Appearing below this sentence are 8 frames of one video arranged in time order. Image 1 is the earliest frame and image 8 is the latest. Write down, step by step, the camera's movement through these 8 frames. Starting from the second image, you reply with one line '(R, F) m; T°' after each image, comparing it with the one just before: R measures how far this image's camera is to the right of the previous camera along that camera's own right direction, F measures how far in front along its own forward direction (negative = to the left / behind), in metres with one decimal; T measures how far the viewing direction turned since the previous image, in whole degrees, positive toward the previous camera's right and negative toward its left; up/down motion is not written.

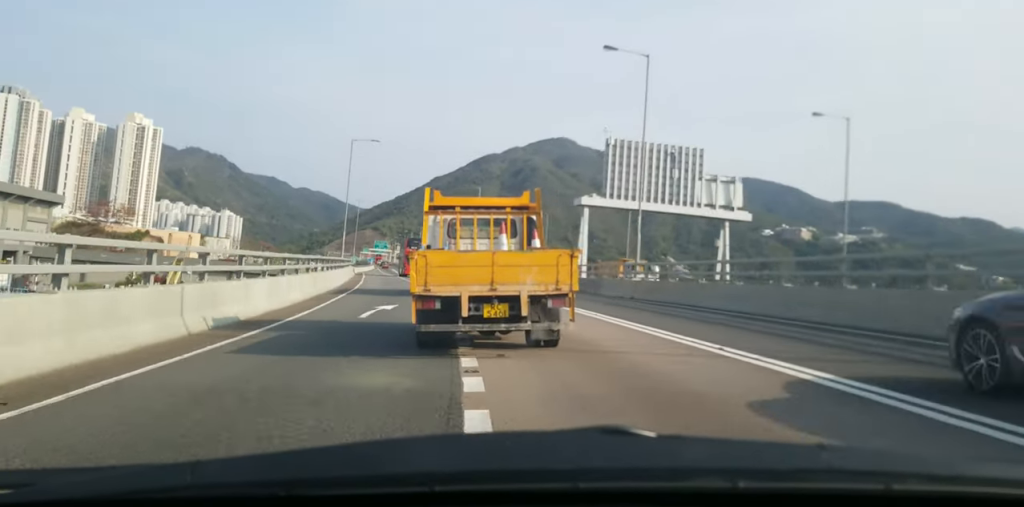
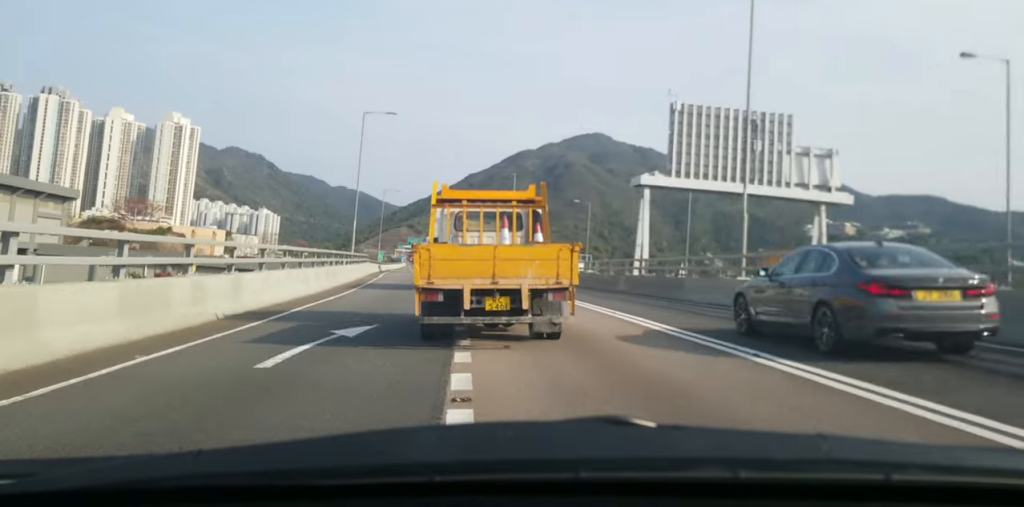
(-0.2, +10.7) m; -1°
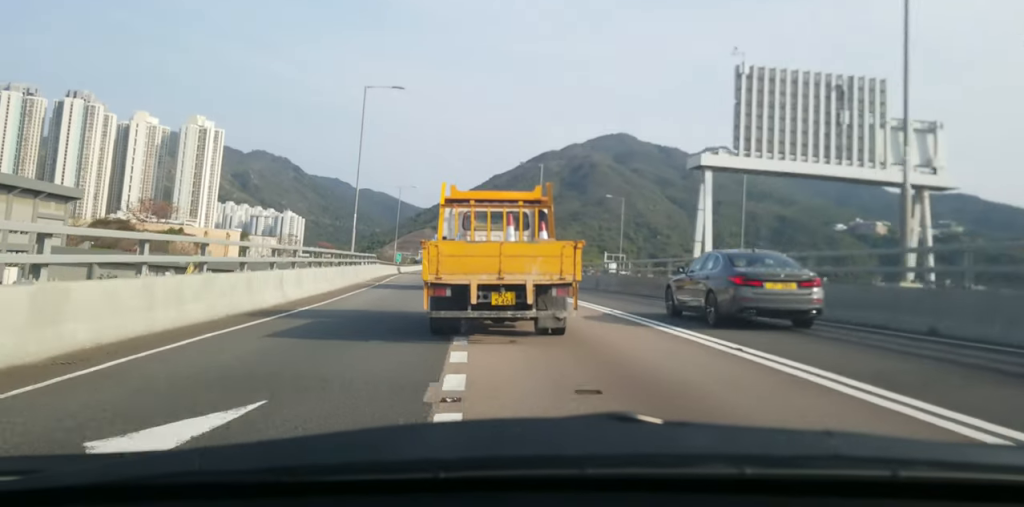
(0.0, +8.8) m; 0°
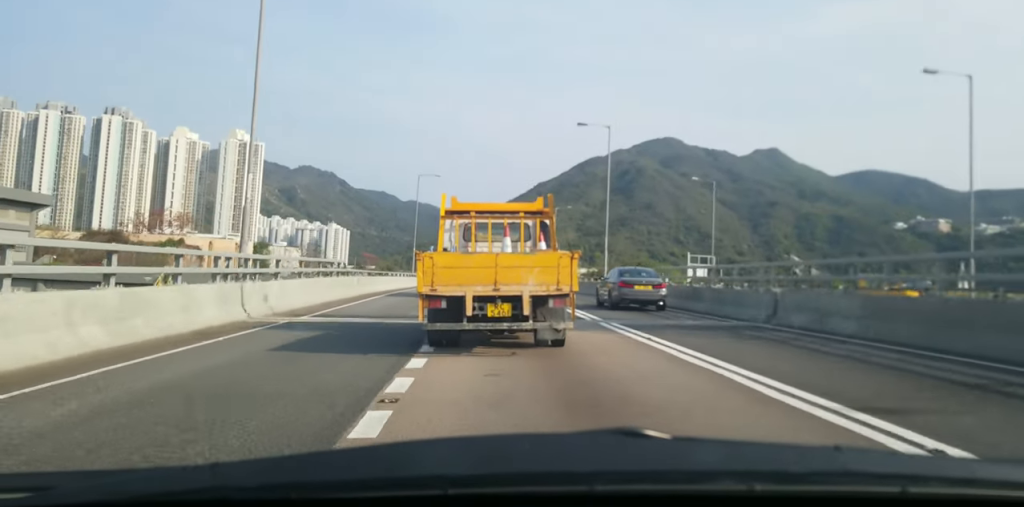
(-0.3, +24.0) m; -3°
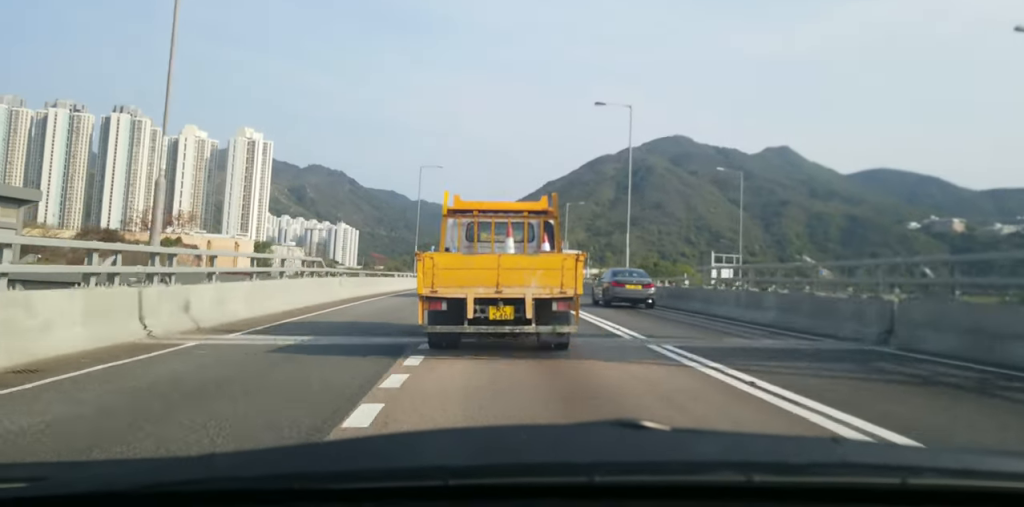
(0.0, +5.7) m; -2°
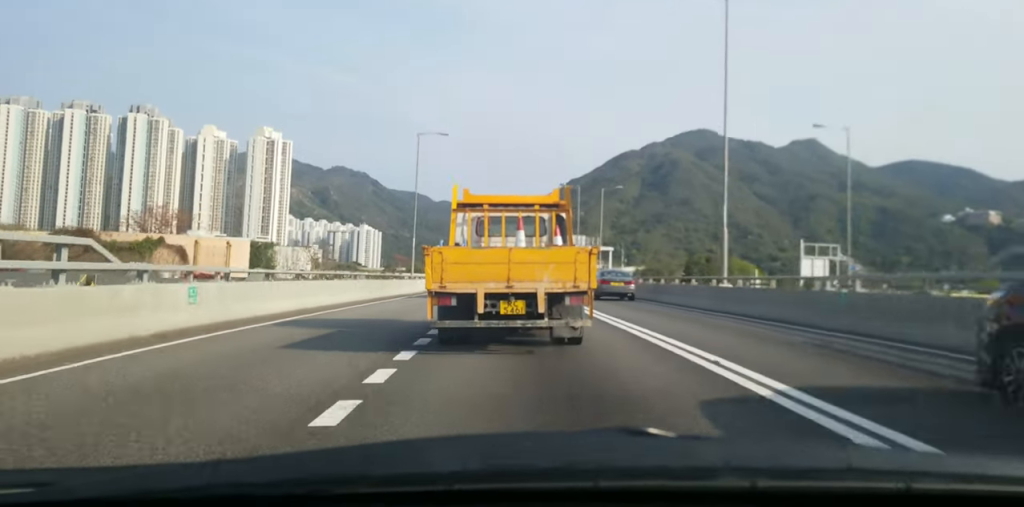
(-0.8, +16.4) m; -1°
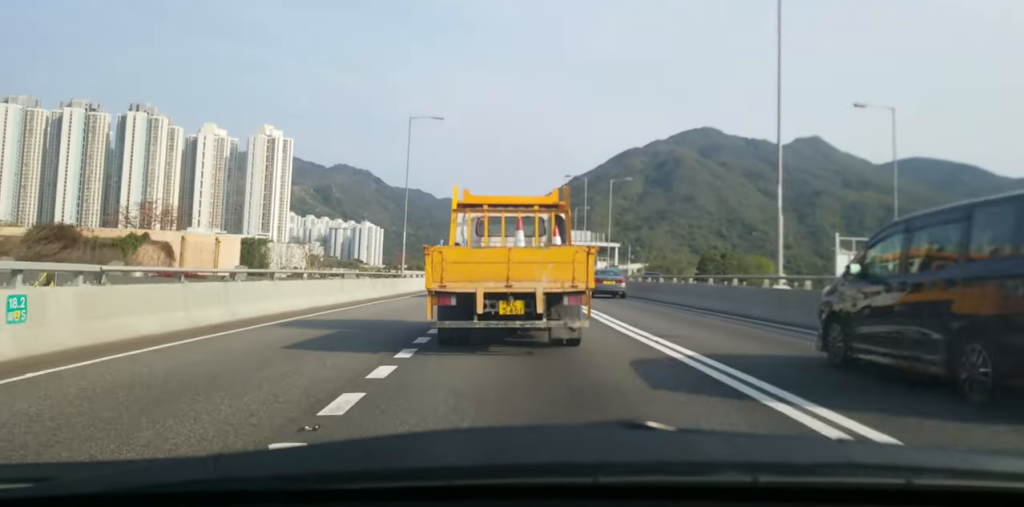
(+0.2, +5.7) m; 0°
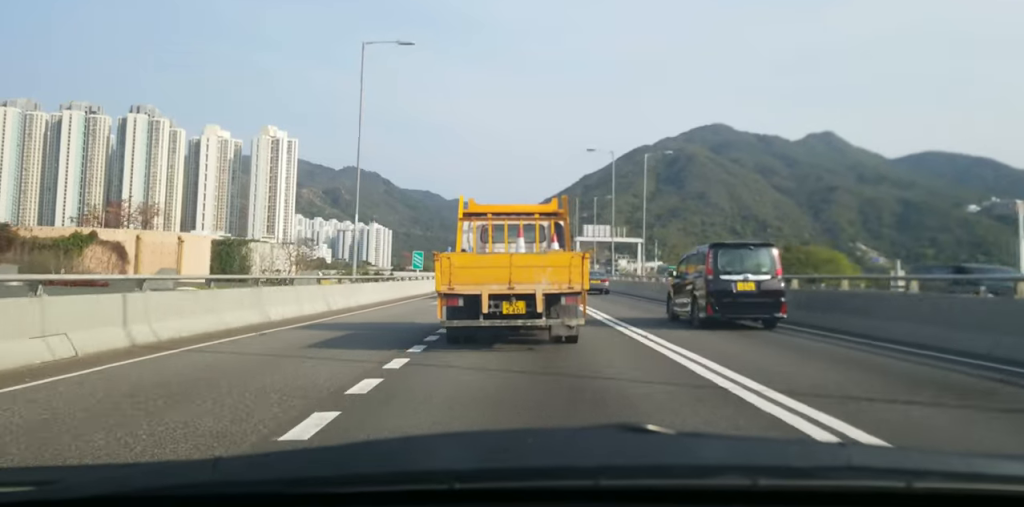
(+0.3, +17.6) m; -1°
